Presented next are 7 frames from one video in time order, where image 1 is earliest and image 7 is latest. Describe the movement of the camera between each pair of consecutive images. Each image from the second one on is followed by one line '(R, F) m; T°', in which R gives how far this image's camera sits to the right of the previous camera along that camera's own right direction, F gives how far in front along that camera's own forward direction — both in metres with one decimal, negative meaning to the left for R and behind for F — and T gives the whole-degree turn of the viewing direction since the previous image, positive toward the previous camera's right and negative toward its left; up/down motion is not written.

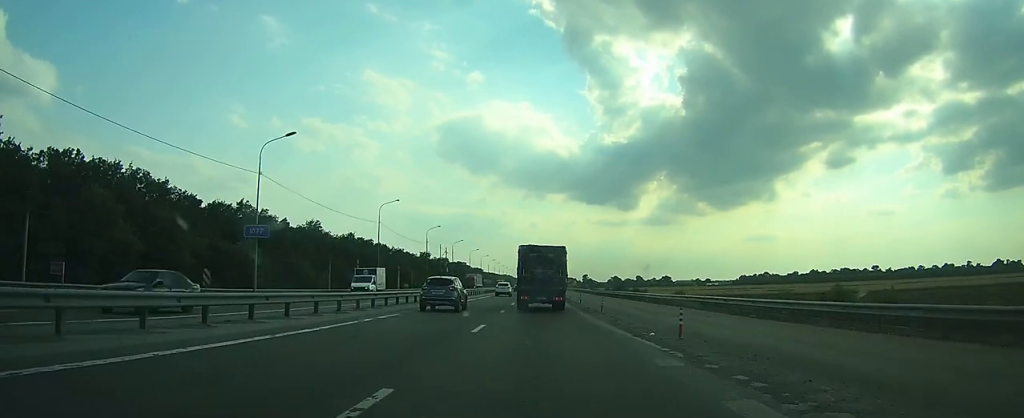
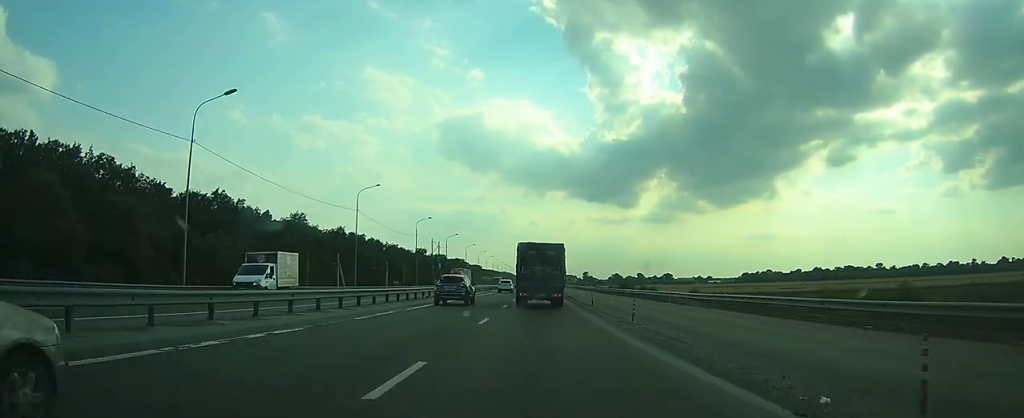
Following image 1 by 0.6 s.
(-0.1, +9.4) m; 0°
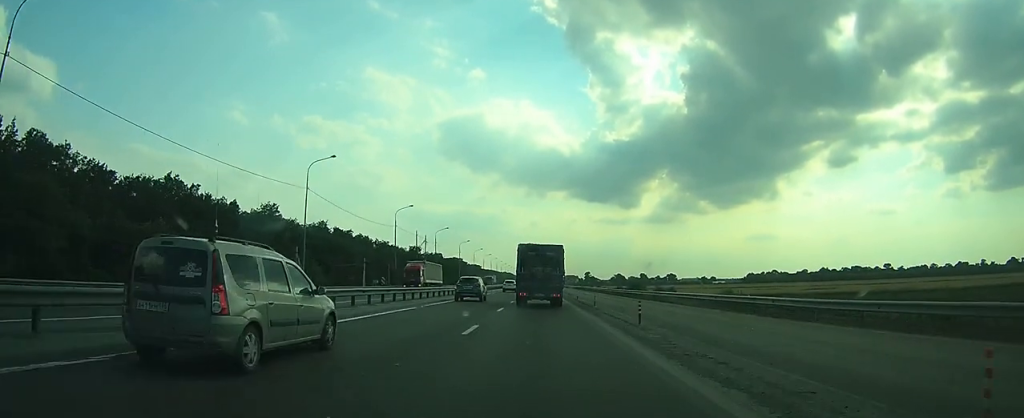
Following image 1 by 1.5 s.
(0.0, +15.5) m; 0°
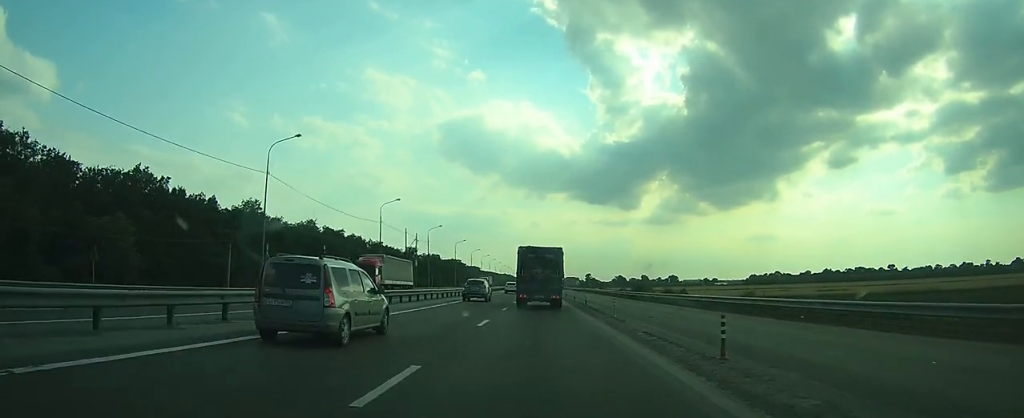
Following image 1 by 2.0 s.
(0.0, +8.3) m; 0°
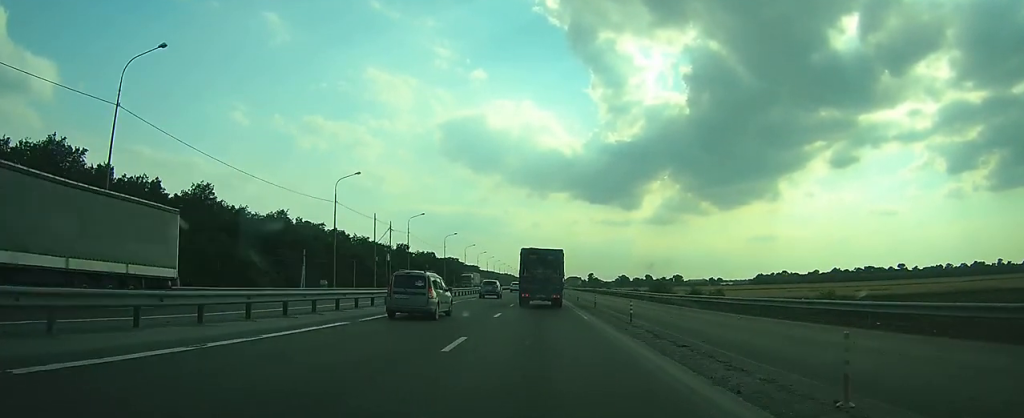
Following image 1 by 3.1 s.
(+0.1, +18.8) m; 0°
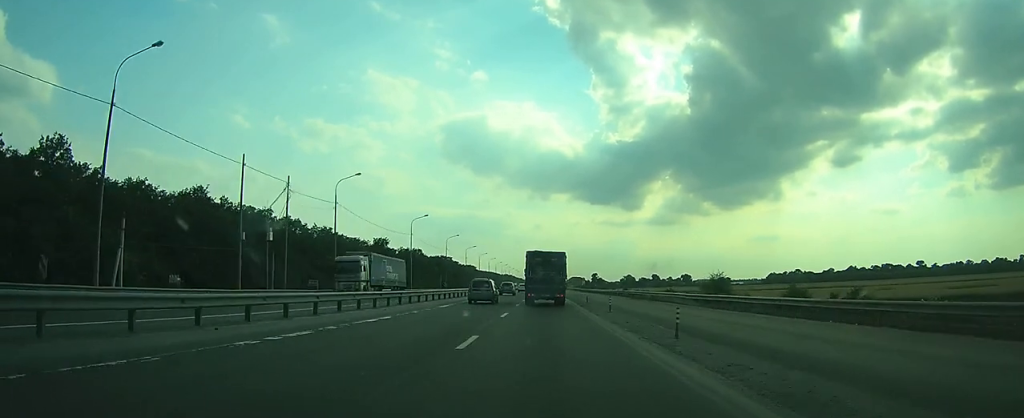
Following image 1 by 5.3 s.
(-0.2, +34.9) m; 0°
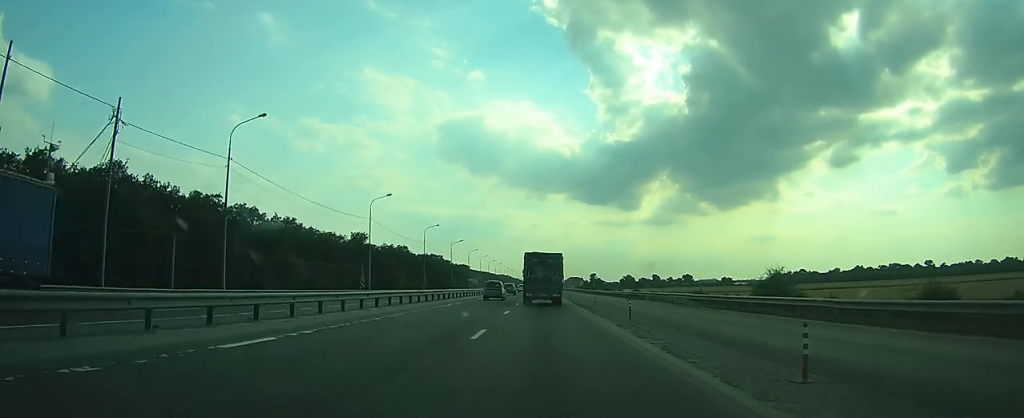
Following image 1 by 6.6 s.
(0.0, +21.3) m; 0°
